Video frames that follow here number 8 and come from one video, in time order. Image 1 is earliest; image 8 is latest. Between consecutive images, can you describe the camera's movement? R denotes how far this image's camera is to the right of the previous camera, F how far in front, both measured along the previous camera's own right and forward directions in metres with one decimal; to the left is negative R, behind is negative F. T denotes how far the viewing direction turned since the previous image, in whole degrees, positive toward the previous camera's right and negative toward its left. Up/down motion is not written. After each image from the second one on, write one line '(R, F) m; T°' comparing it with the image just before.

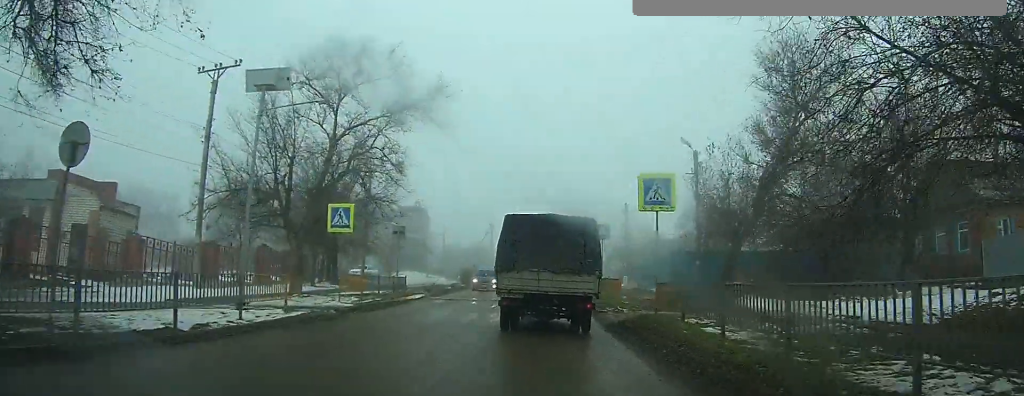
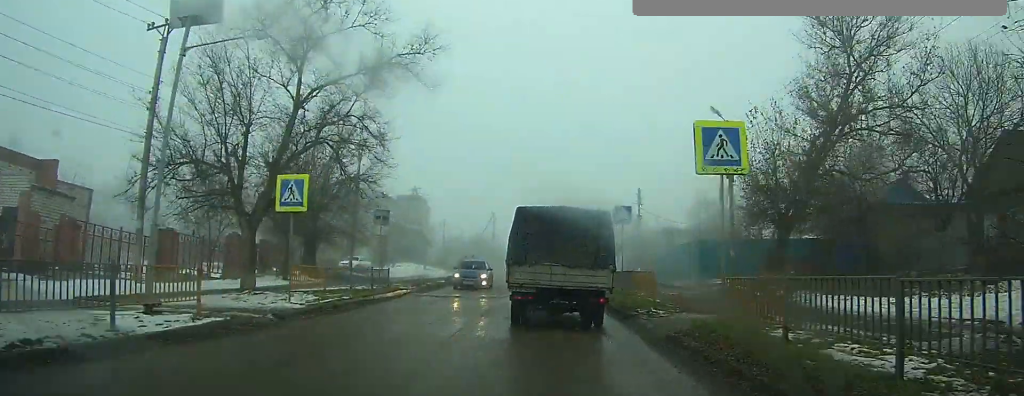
(0.0, +4.9) m; 0°
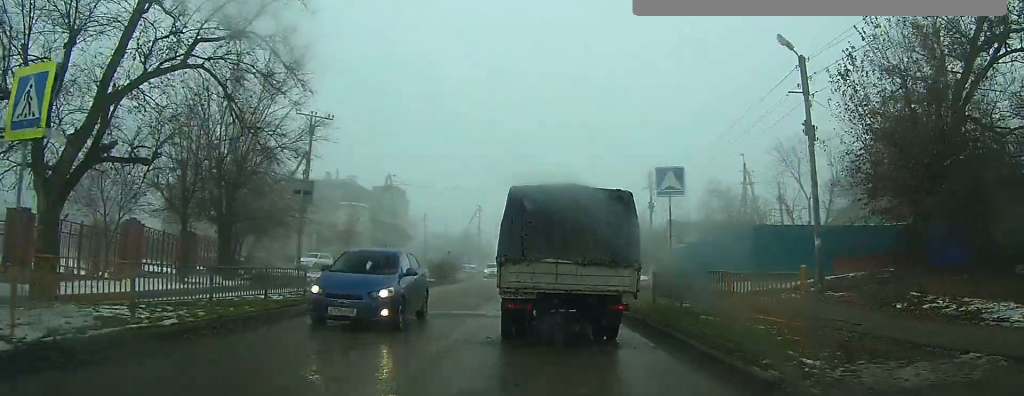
(-0.1, +9.7) m; 0°
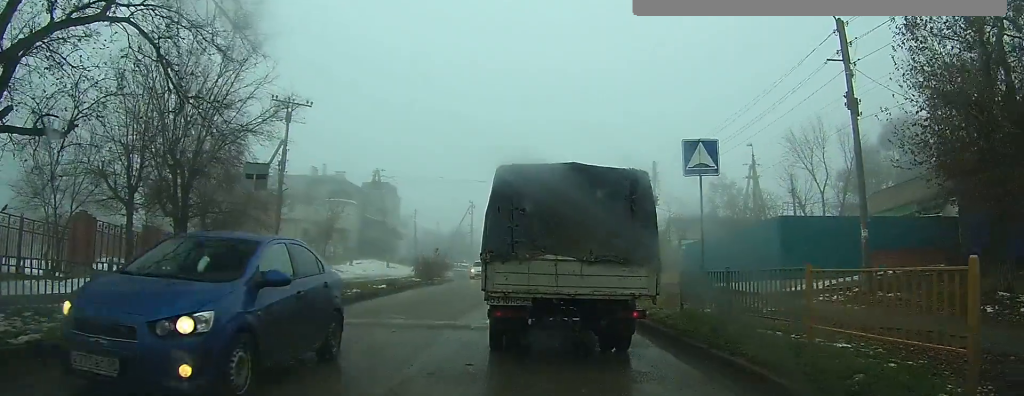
(0.0, +2.9) m; +2°
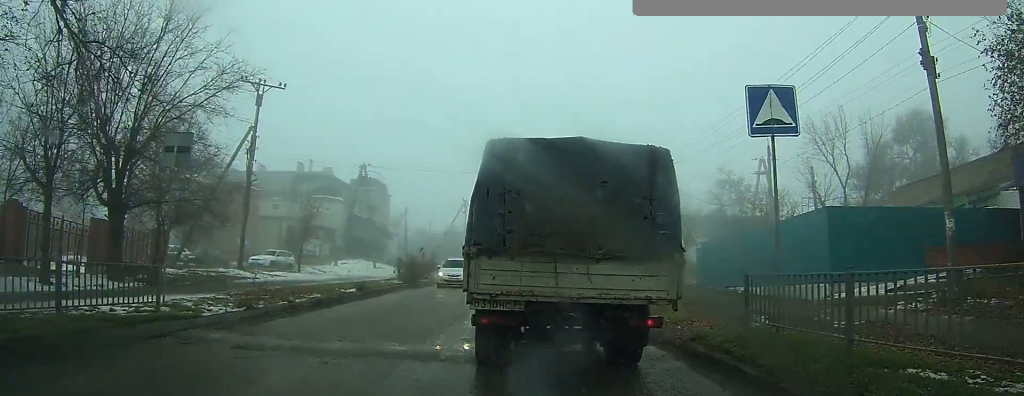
(+0.1, +3.9) m; +2°
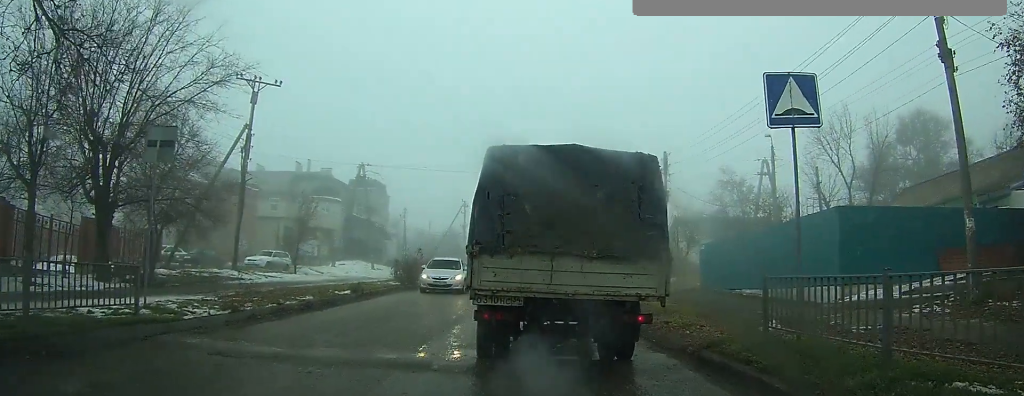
(0.0, +0.9) m; 0°
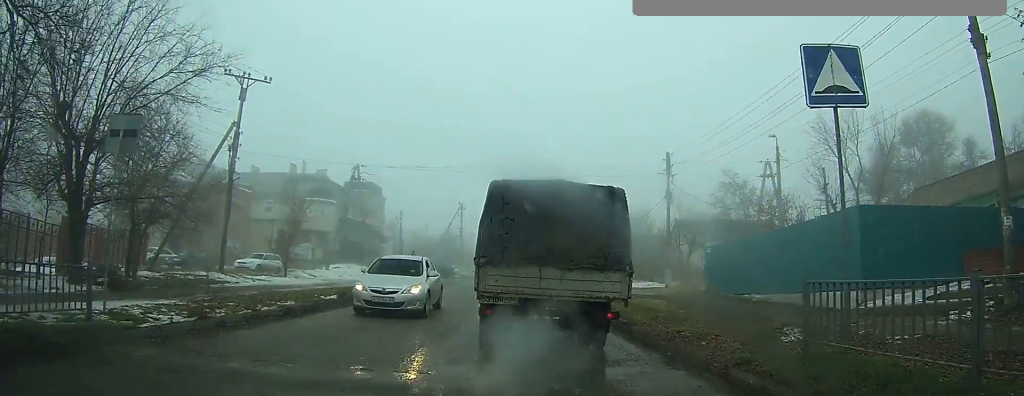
(0.0, +1.6) m; 0°
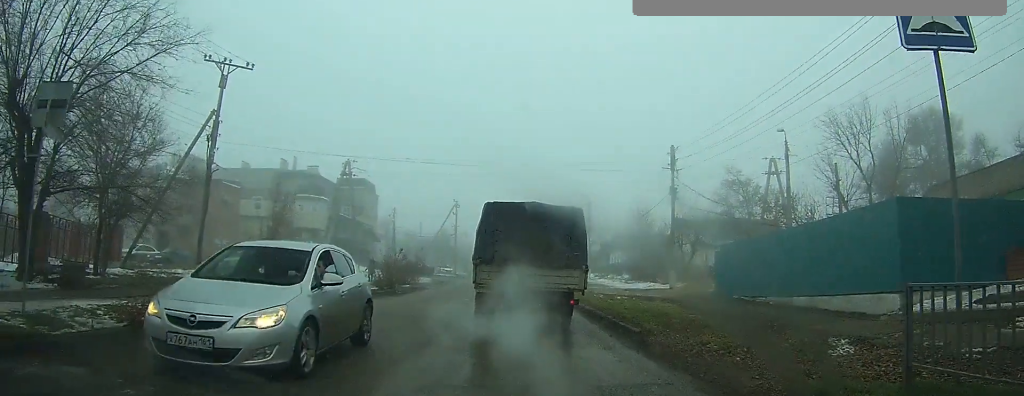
(0.0, +1.8) m; +1°
